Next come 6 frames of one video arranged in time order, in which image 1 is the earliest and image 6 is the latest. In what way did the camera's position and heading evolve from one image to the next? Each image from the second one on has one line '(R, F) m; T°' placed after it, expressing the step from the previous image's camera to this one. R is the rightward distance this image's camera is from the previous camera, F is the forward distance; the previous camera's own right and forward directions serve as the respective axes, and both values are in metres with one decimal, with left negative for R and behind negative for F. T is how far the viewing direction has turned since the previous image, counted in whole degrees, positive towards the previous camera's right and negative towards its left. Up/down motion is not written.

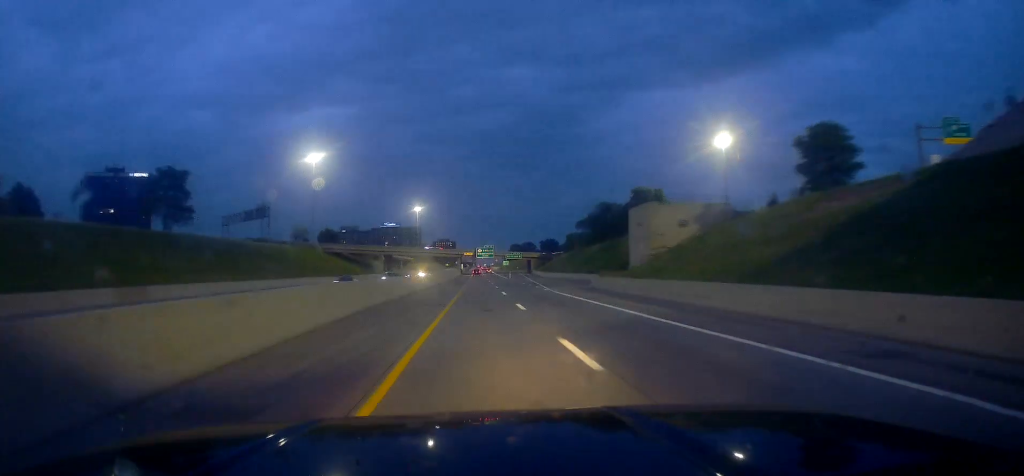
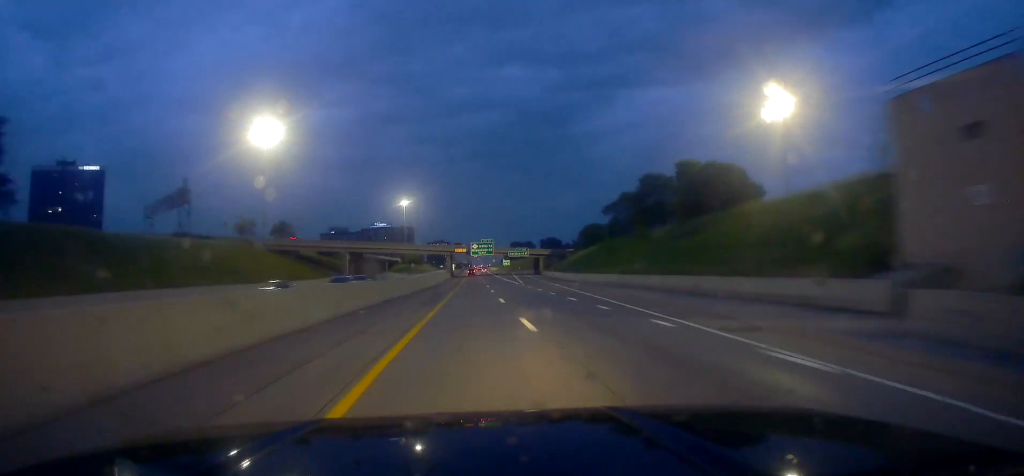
(+0.9, +38.4) m; 0°
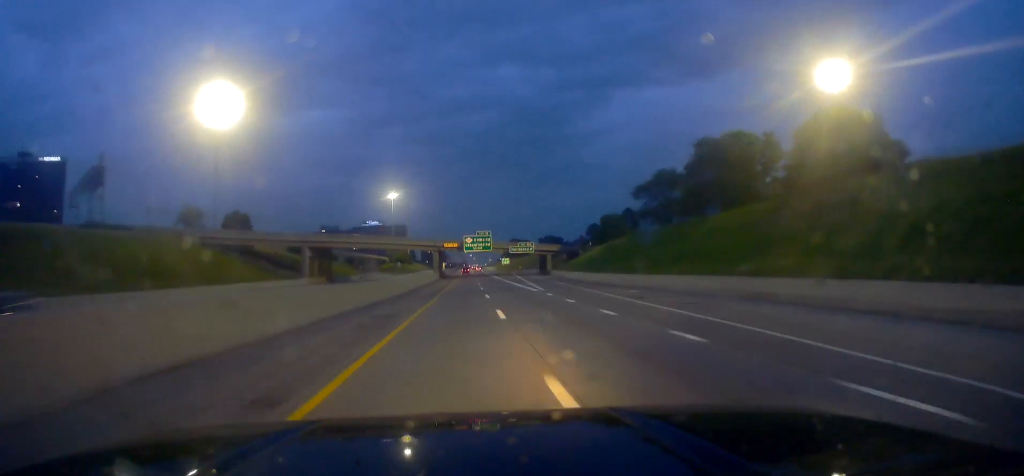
(-0.8, +25.7) m; -1°
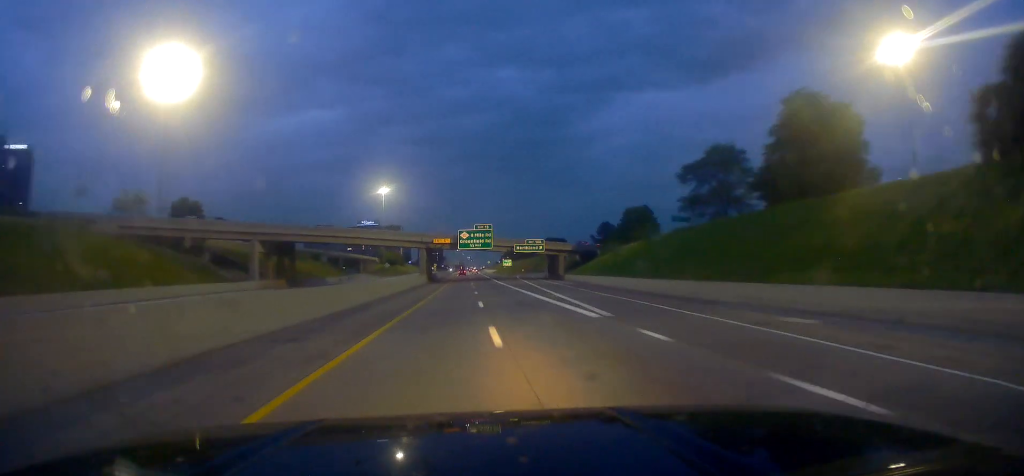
(0.0, +21.7) m; 0°
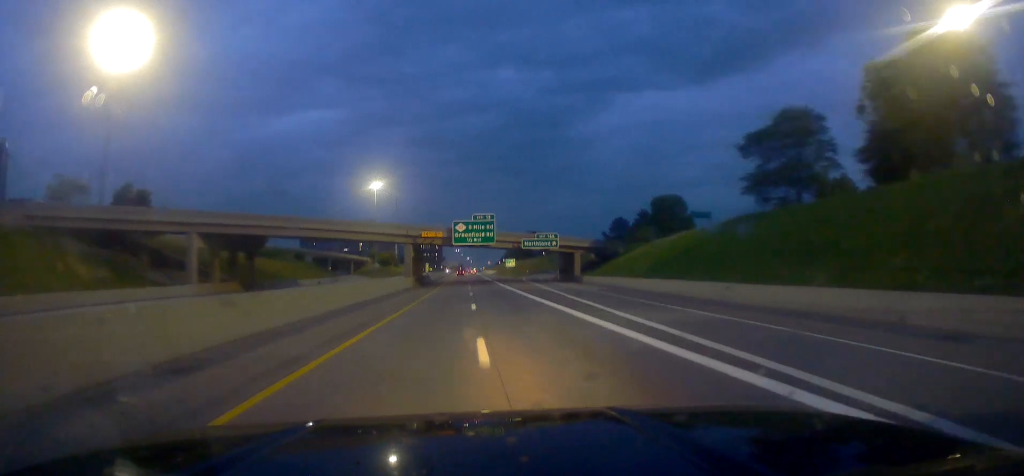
(0.0, +17.4) m; +1°
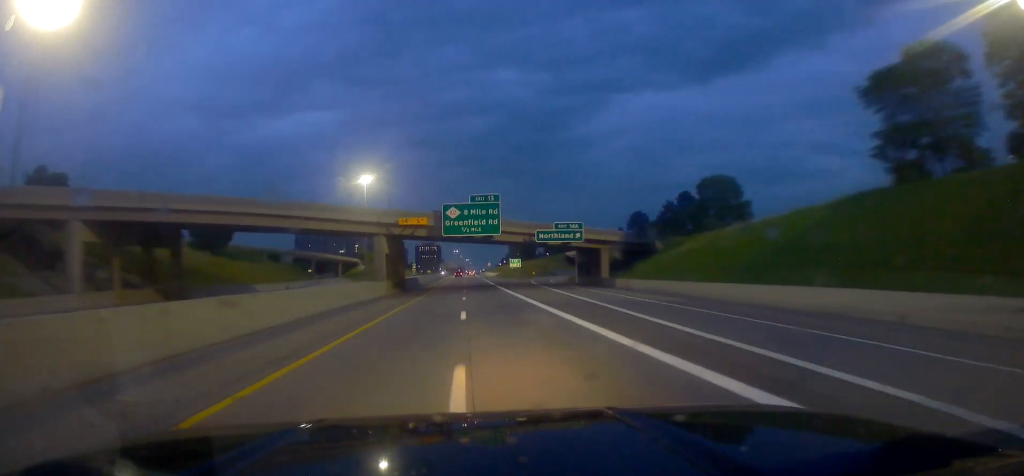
(+0.3, +19.8) m; +1°
